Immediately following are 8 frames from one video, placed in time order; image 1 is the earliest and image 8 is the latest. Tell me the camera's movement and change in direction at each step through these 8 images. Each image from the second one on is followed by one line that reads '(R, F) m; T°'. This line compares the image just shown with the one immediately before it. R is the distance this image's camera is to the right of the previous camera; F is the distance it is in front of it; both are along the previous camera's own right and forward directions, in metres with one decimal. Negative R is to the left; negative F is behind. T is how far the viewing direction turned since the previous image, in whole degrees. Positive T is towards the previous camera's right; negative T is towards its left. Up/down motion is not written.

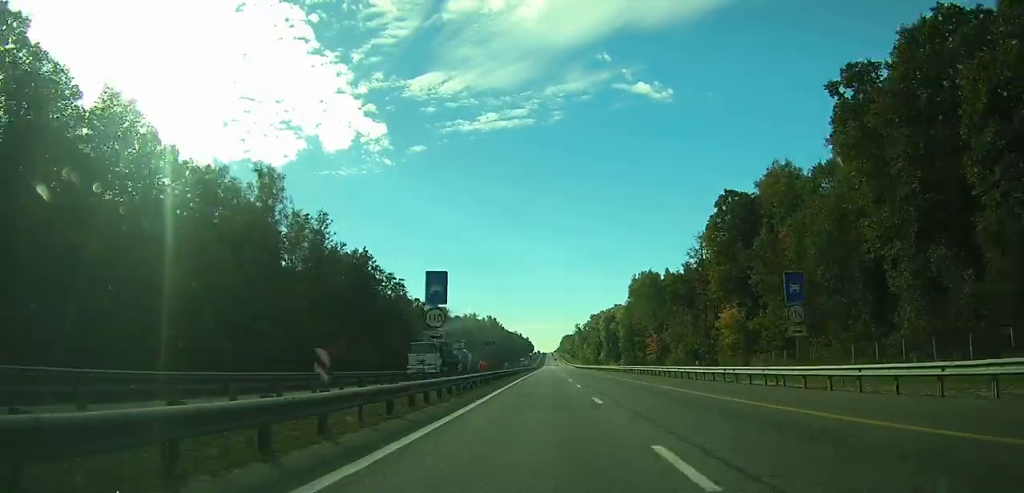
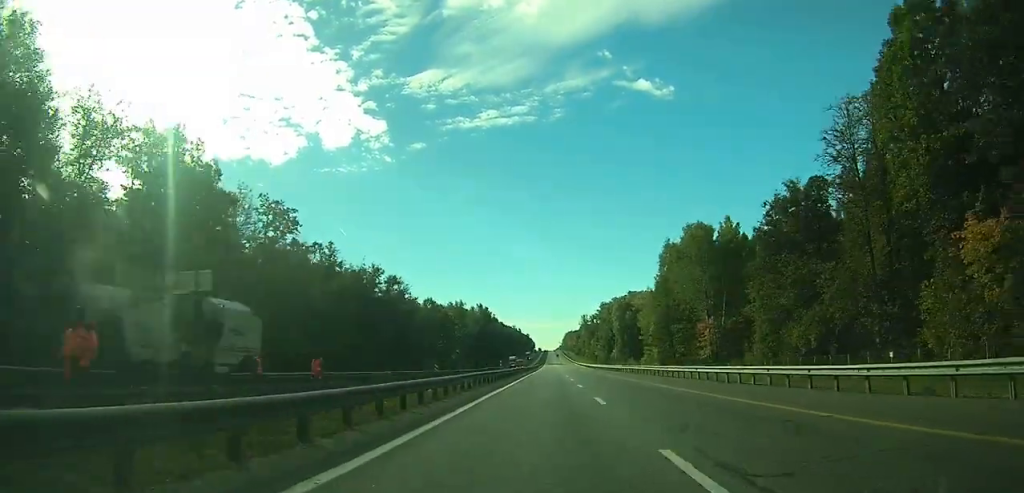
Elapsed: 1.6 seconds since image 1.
(0.0, +43.9) m; 0°
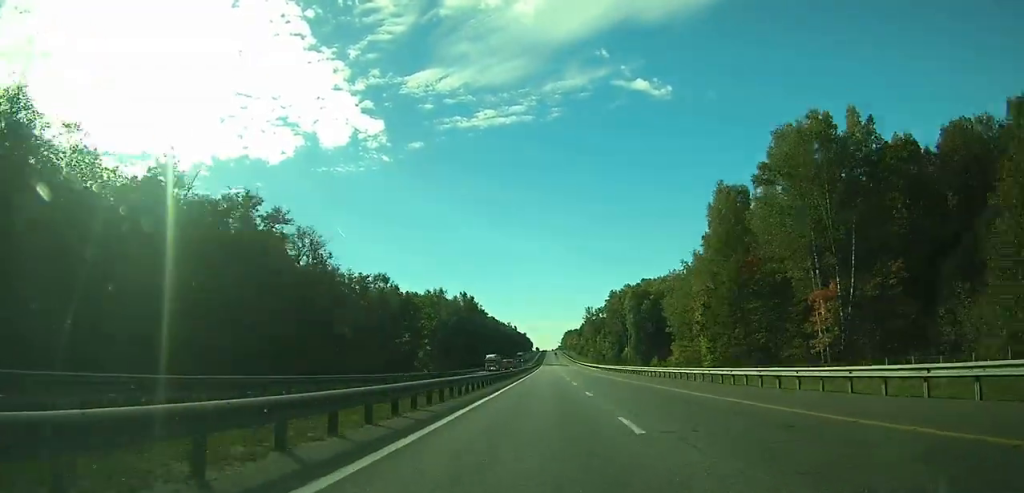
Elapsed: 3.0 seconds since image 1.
(0.0, +39.8) m; 0°
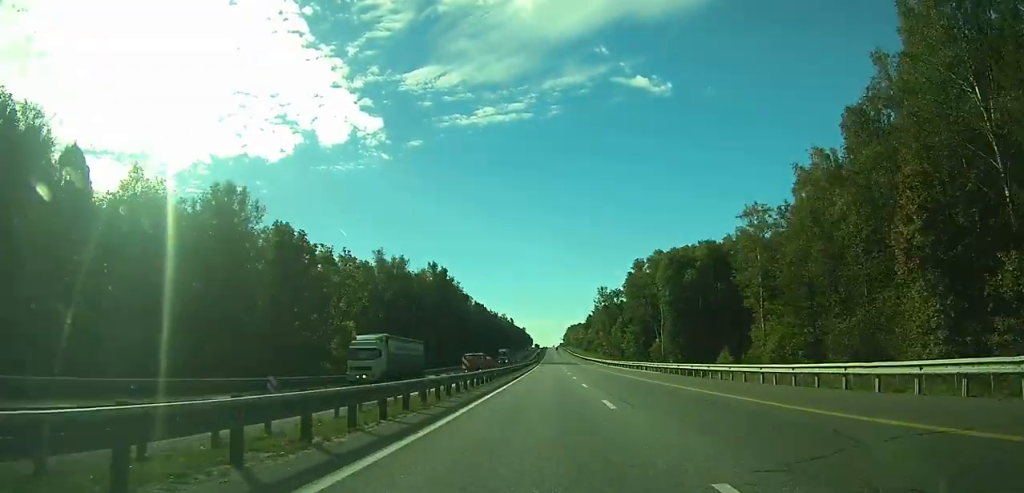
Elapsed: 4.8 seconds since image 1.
(0.0, +54.4) m; 0°
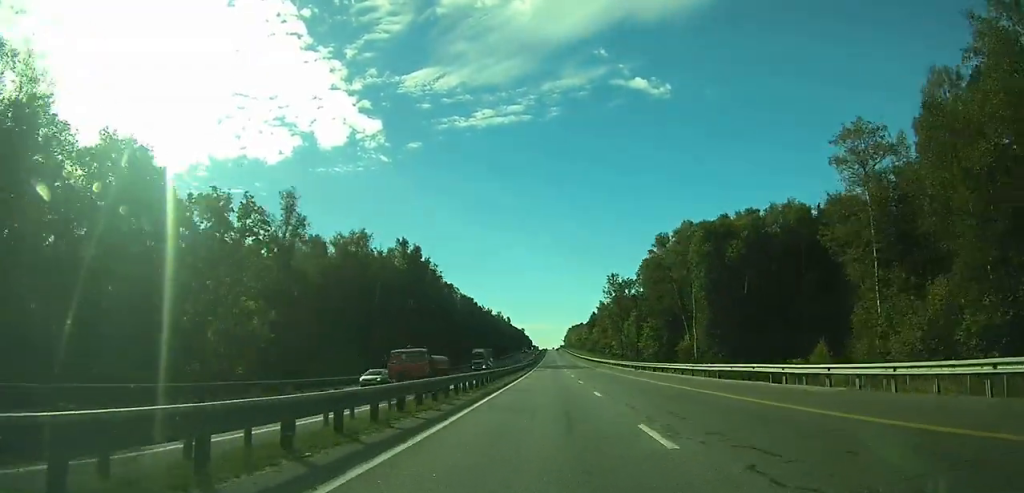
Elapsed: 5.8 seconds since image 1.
(0.0, +32.4) m; 0°
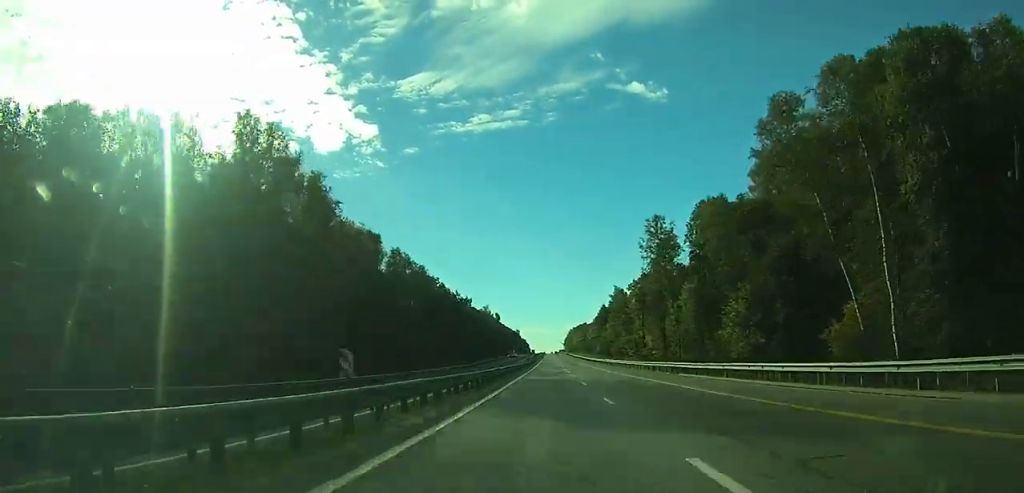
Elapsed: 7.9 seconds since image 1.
(-0.1, +67.3) m; 0°
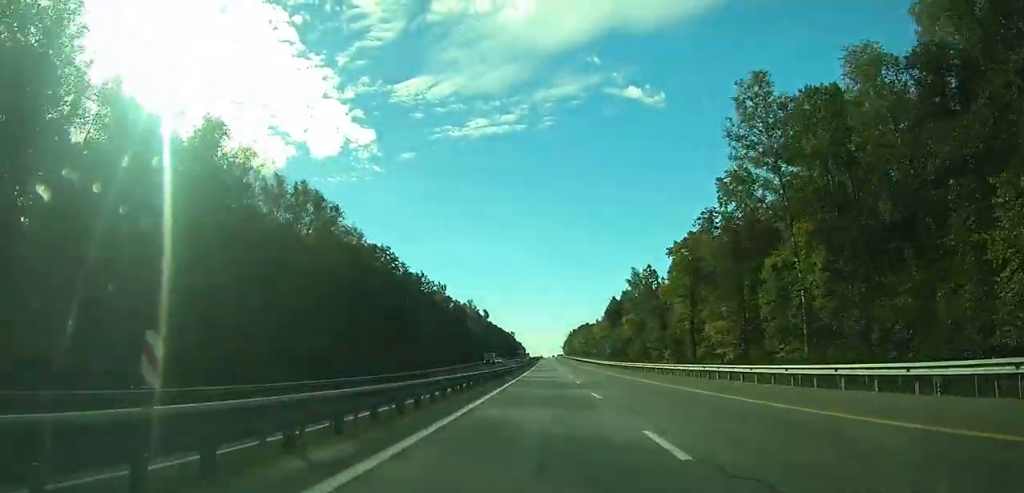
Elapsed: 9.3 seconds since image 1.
(+0.2, +47.0) m; 0°
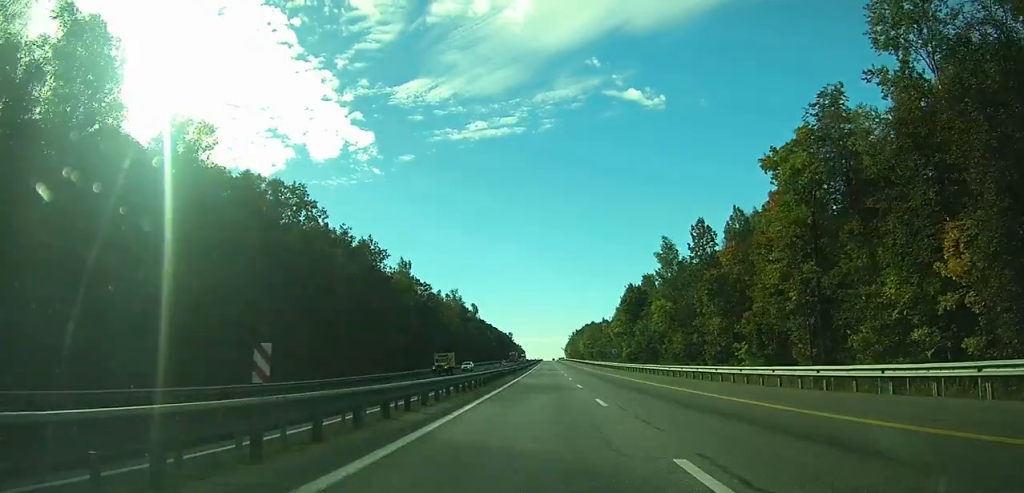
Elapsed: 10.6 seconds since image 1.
(+0.1, +40.0) m; 0°
